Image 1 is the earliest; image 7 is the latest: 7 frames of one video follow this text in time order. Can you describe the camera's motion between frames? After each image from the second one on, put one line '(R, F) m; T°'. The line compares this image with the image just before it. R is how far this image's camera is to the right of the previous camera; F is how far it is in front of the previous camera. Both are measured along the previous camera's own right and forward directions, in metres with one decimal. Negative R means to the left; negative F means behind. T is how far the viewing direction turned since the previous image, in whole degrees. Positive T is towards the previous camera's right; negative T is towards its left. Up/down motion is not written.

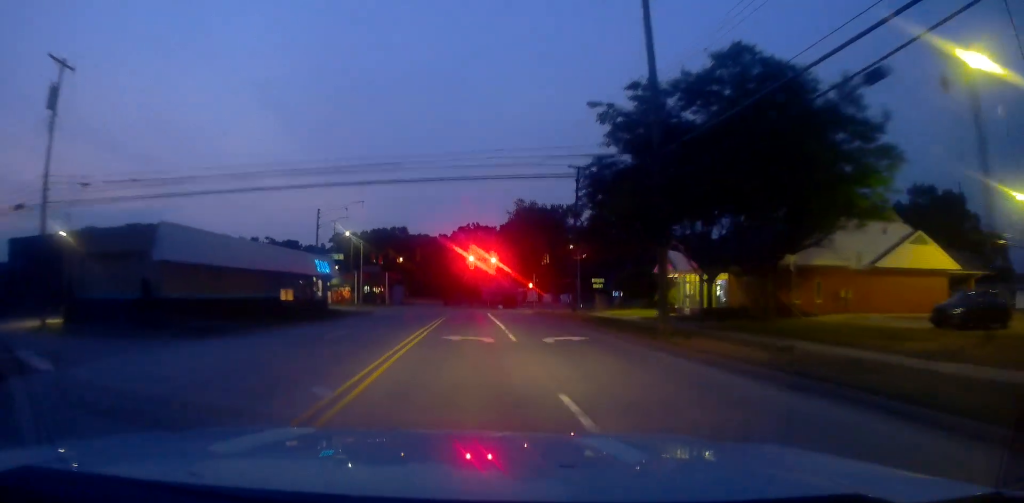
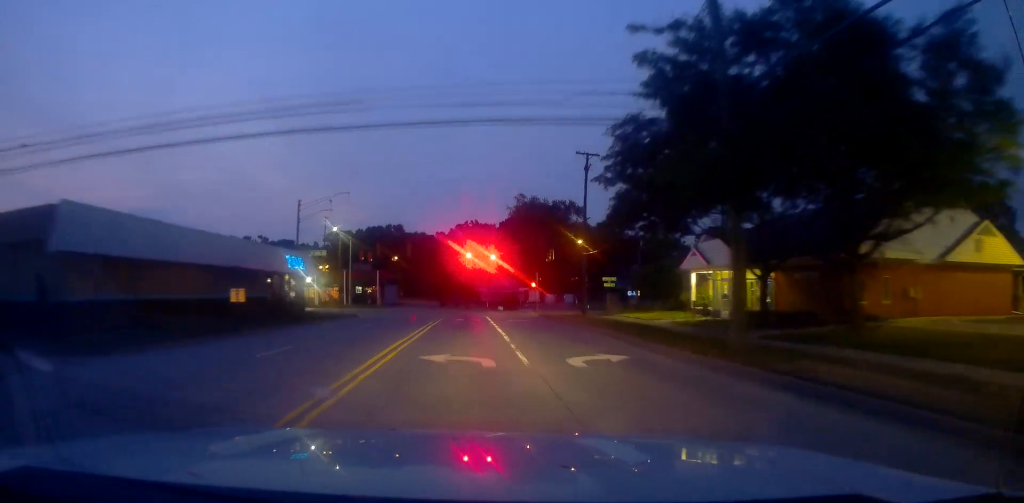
(-0.2, +7.0) m; 0°
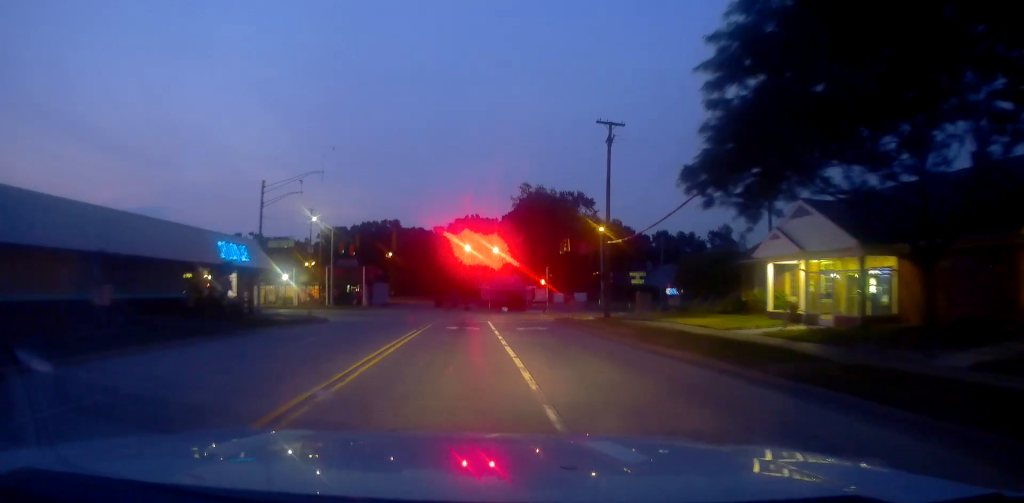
(-0.2, +12.0) m; 0°
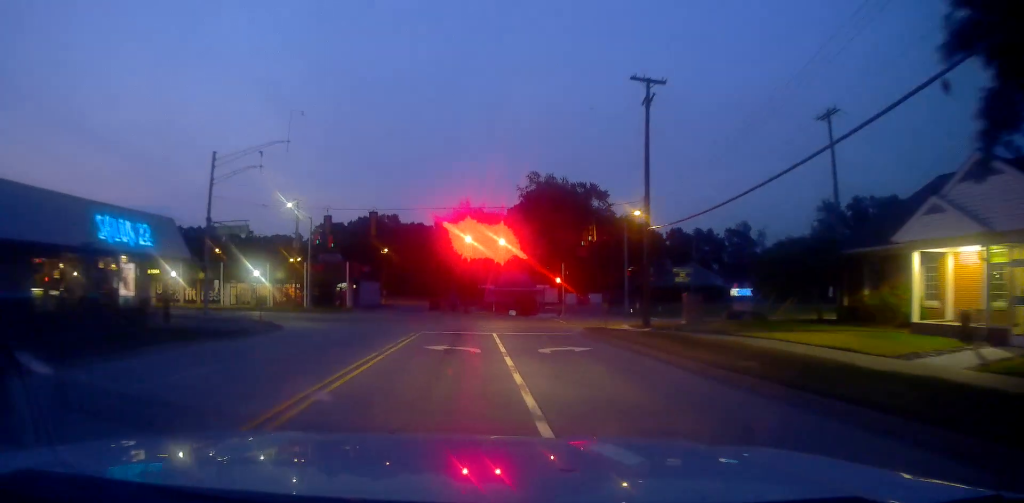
(+0.1, +12.8) m; 0°
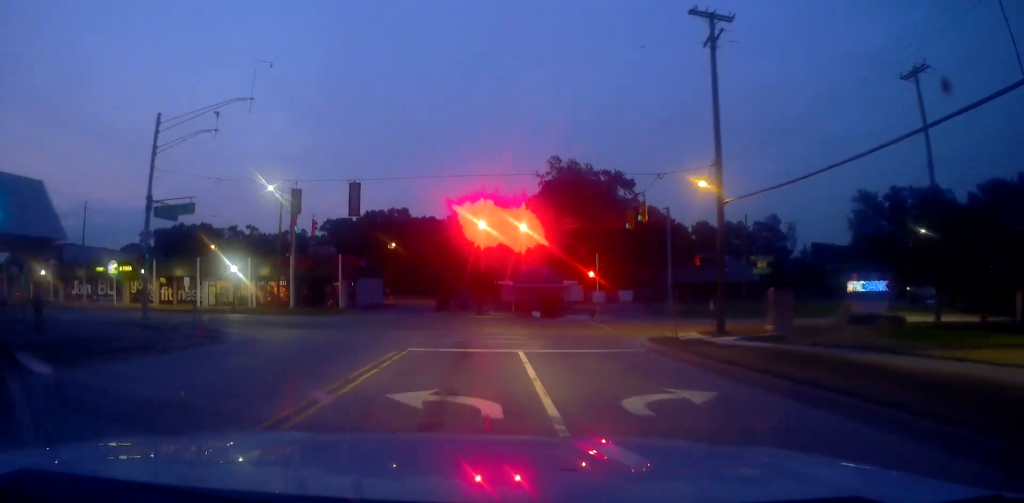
(-0.1, +12.8) m; +1°
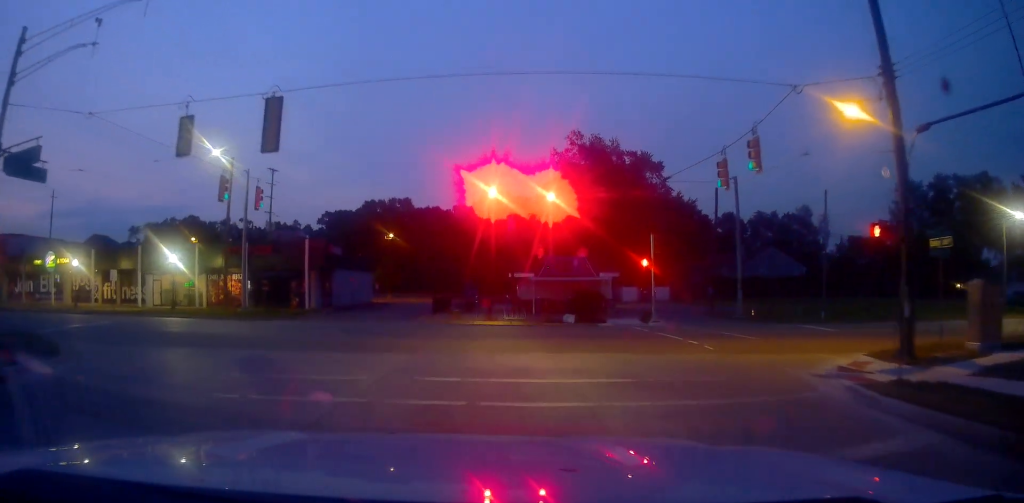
(-0.2, +18.2) m; -3°
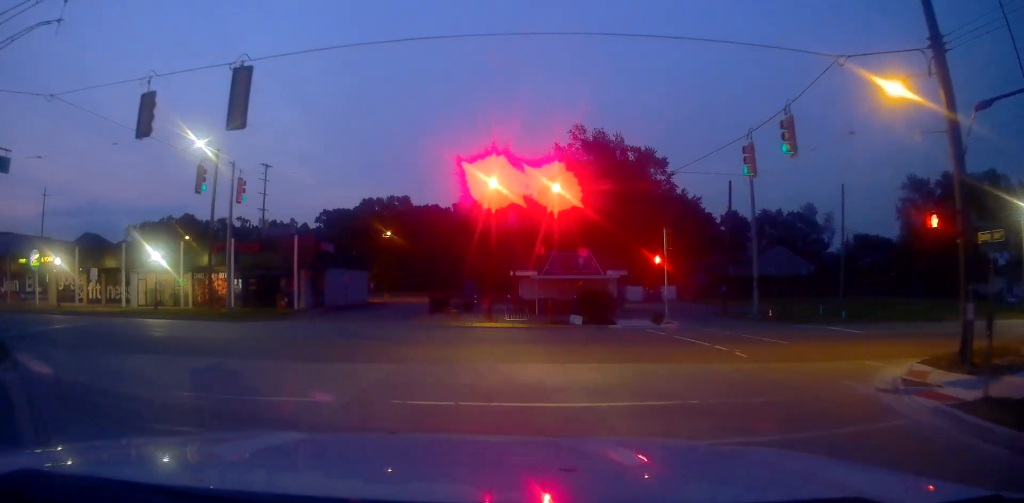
(-0.1, +4.1) m; -1°
